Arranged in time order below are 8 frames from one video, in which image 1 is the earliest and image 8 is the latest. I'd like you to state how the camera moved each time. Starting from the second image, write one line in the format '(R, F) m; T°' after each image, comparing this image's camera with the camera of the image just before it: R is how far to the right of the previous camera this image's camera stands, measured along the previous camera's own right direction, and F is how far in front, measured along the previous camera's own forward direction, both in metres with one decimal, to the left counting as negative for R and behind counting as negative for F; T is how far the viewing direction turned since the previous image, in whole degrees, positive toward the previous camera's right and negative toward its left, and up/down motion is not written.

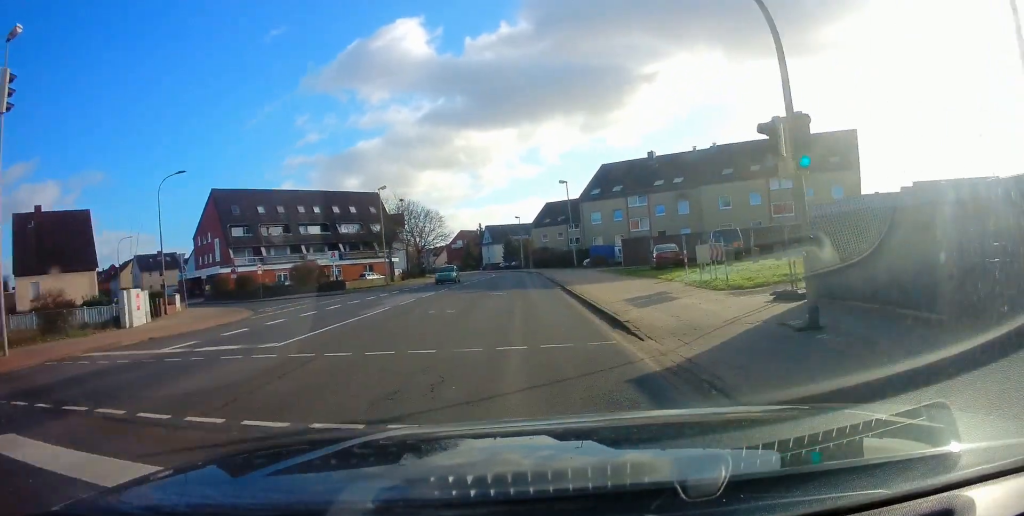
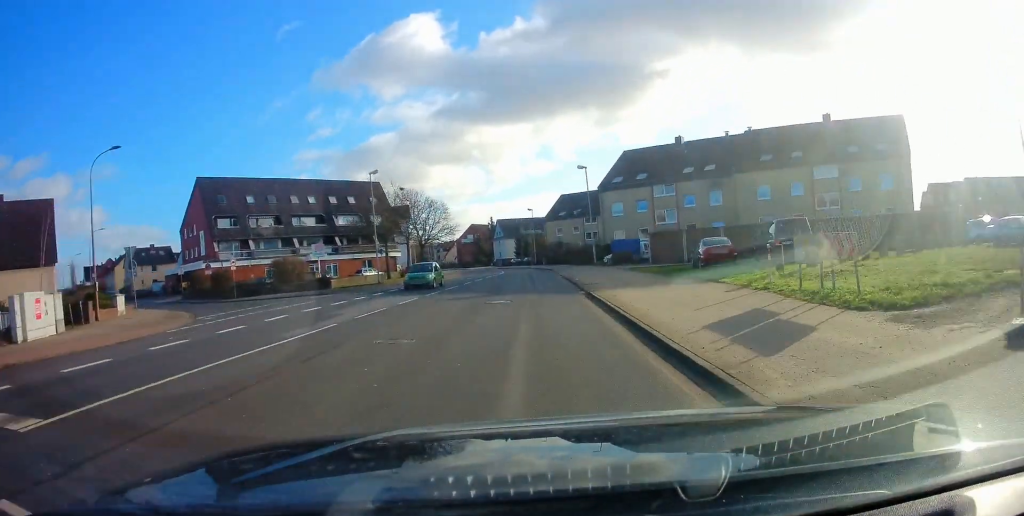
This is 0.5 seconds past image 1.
(+0.1, +6.8) m; -1°
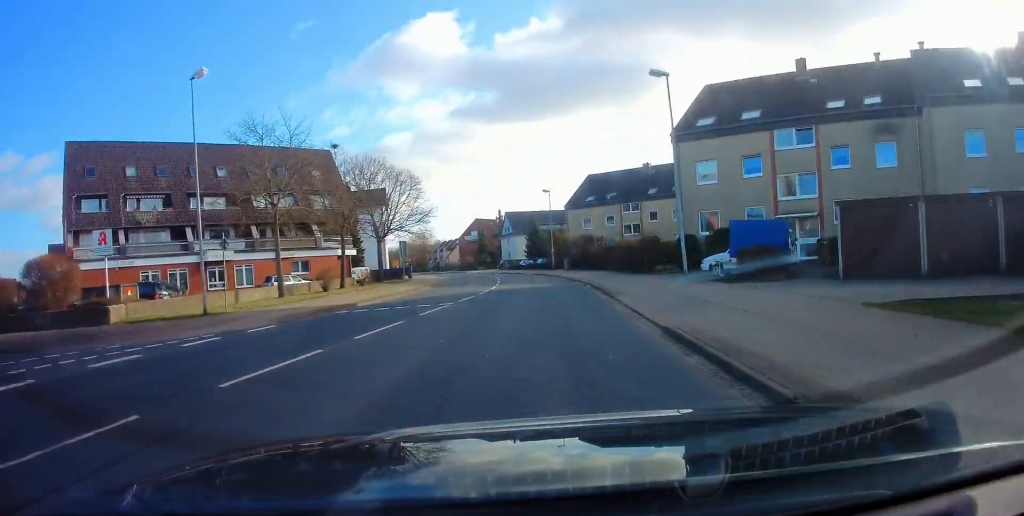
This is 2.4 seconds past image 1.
(-0.7, +26.8) m; -2°
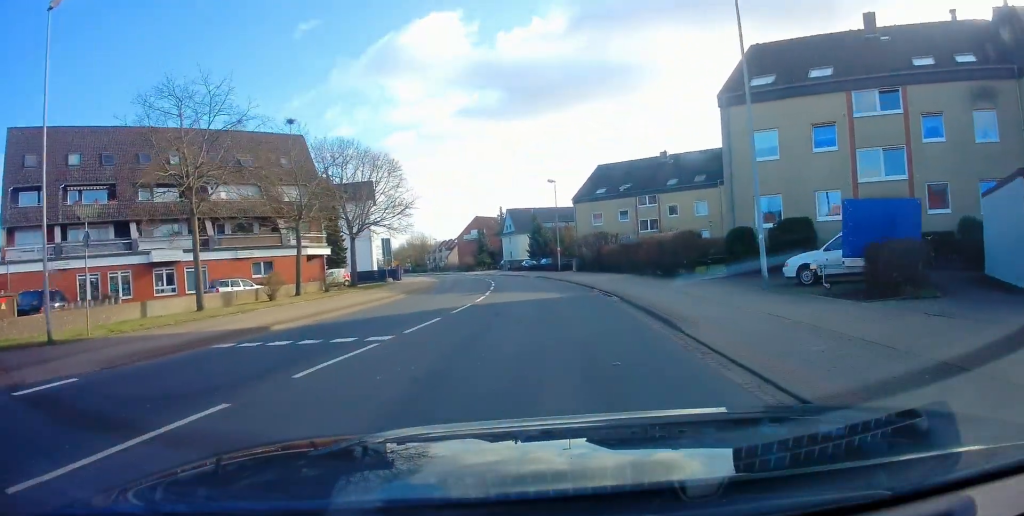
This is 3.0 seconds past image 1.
(+0.1, +8.3) m; 0°
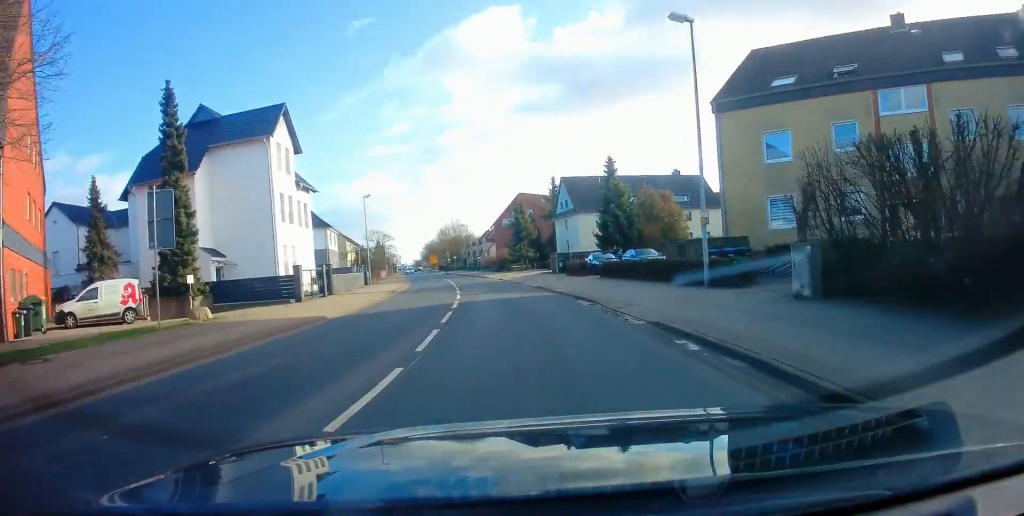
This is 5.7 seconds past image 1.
(-1.7, +38.4) m; -6°
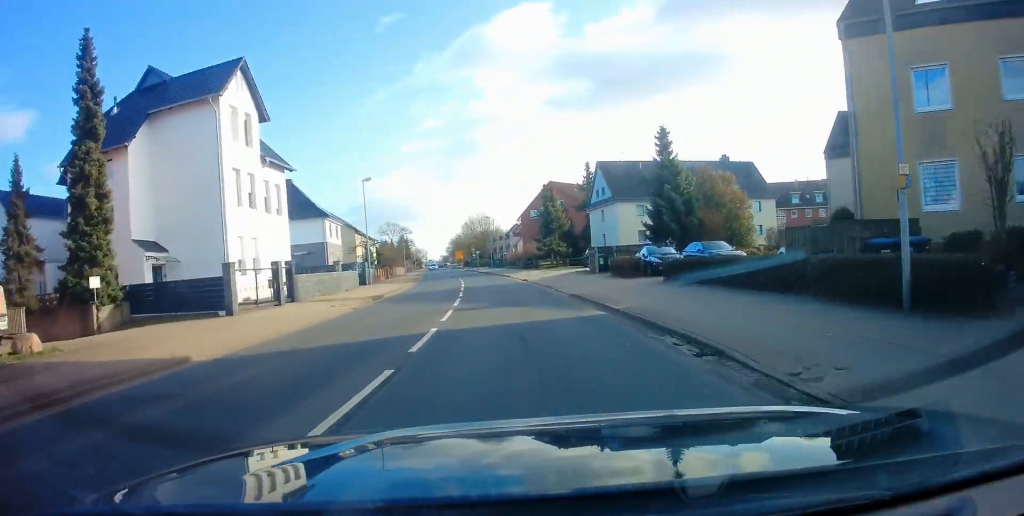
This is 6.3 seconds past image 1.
(-0.2, +9.7) m; -1°
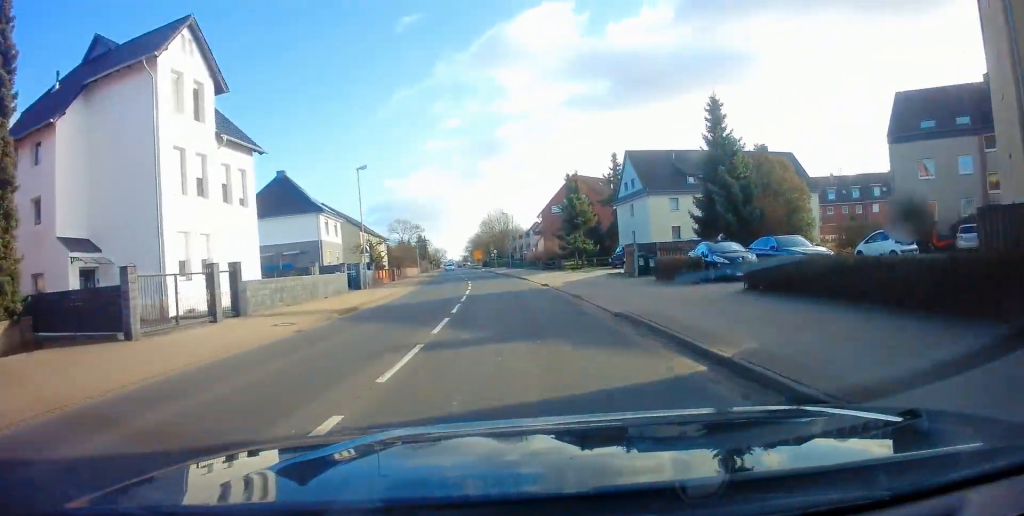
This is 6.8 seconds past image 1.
(0.0, +7.1) m; -1°
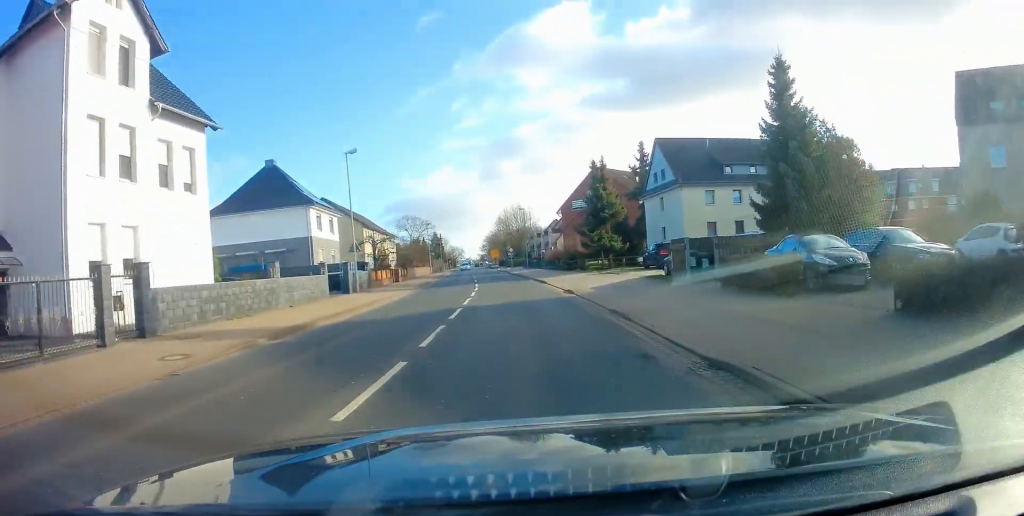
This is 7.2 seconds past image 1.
(0.0, +7.5) m; -1°
